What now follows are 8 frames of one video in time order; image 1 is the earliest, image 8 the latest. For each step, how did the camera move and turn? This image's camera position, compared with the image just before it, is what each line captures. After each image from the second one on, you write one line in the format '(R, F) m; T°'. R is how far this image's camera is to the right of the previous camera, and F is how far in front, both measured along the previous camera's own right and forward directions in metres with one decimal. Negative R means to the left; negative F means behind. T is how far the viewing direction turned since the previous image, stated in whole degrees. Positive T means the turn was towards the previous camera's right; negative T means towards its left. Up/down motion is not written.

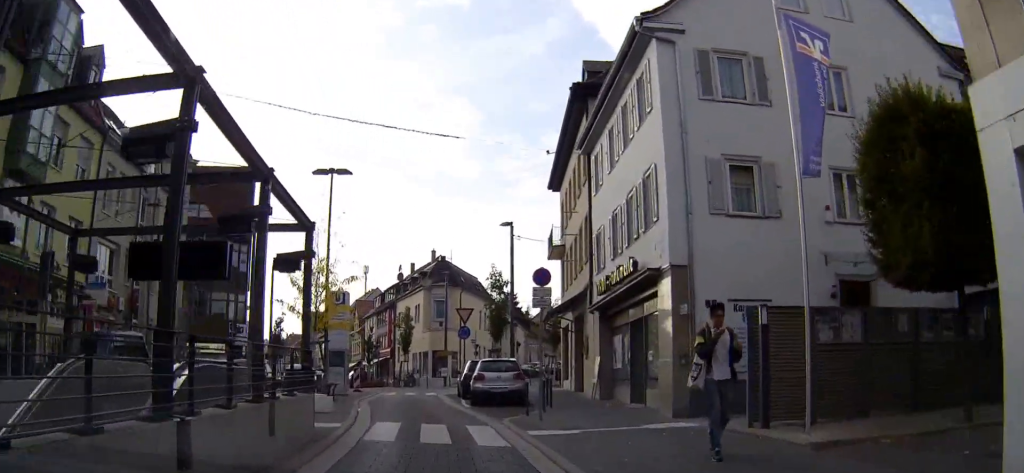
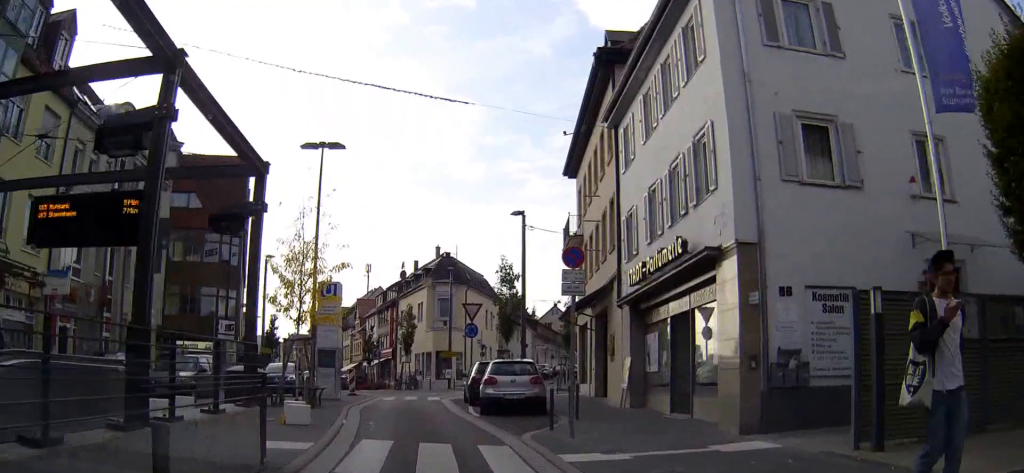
(-0.3, +3.7) m; +1°
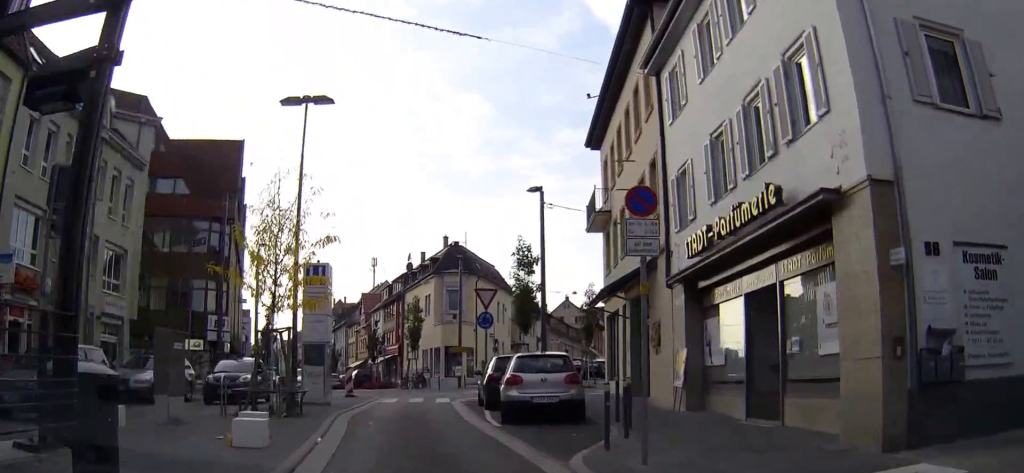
(+0.3, +4.3) m; +2°
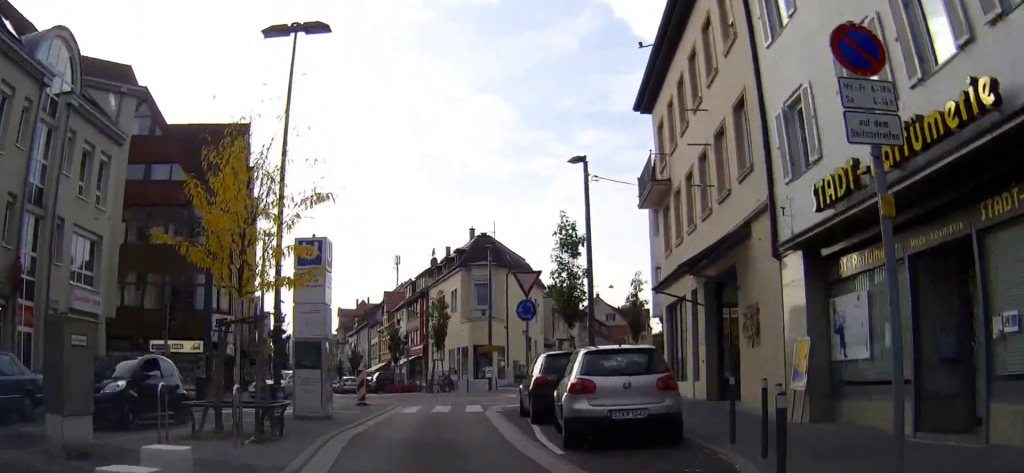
(+0.2, +5.0) m; -2°
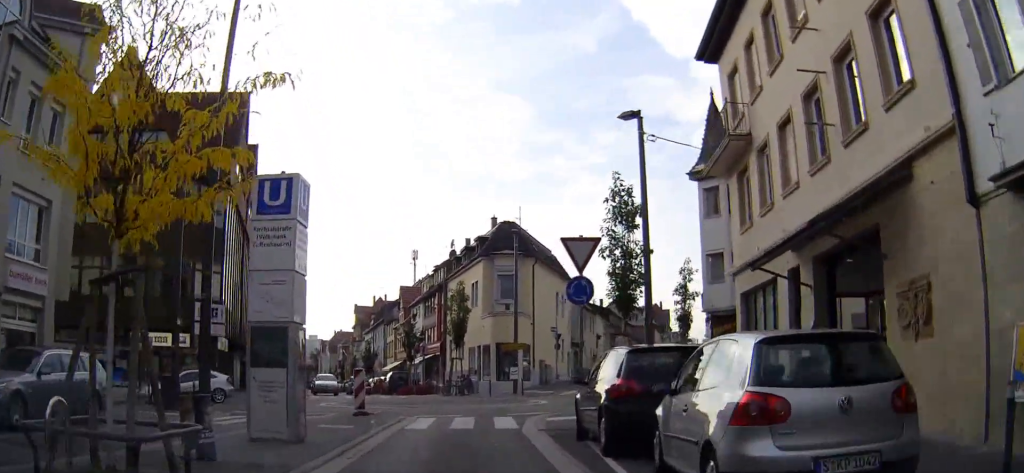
(-0.3, +5.4) m; -7°
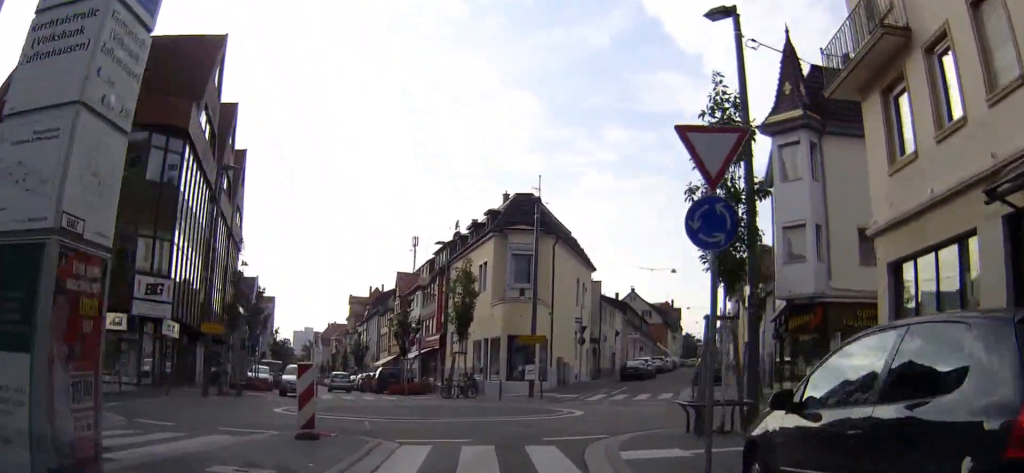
(-0.5, +7.2) m; -1°
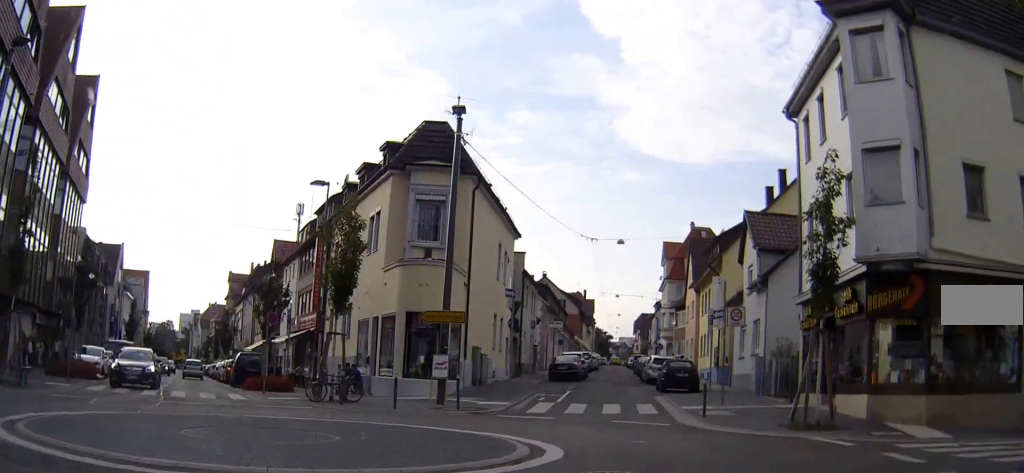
(+0.8, +11.7) m; +4°
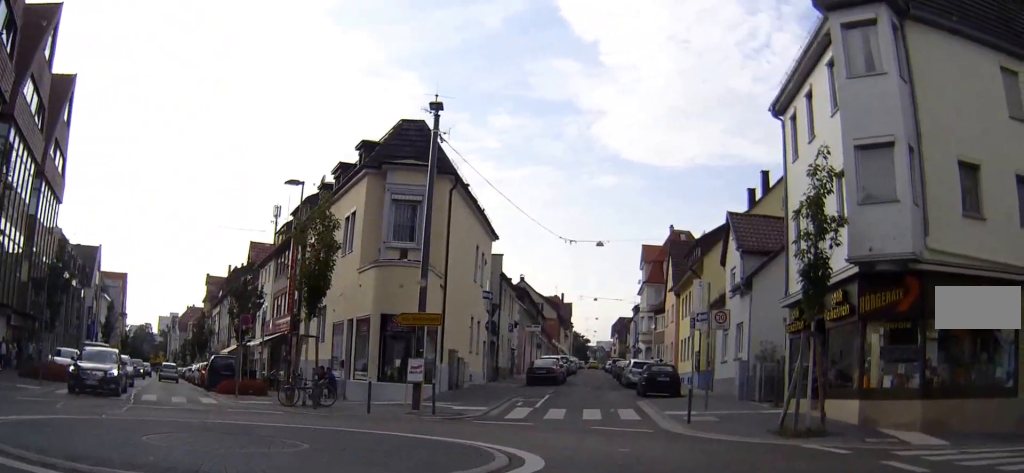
(0.0, +1.3) m; +1°
